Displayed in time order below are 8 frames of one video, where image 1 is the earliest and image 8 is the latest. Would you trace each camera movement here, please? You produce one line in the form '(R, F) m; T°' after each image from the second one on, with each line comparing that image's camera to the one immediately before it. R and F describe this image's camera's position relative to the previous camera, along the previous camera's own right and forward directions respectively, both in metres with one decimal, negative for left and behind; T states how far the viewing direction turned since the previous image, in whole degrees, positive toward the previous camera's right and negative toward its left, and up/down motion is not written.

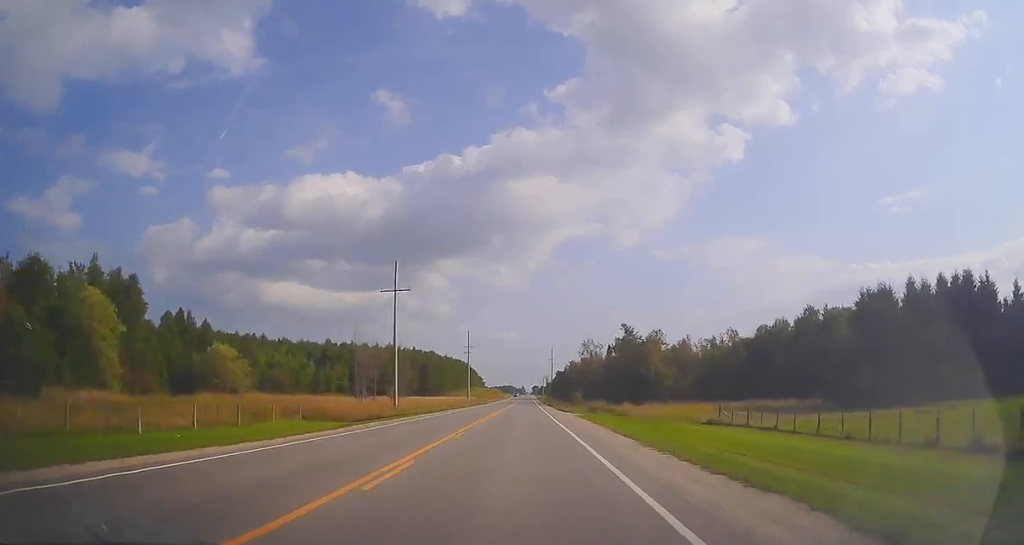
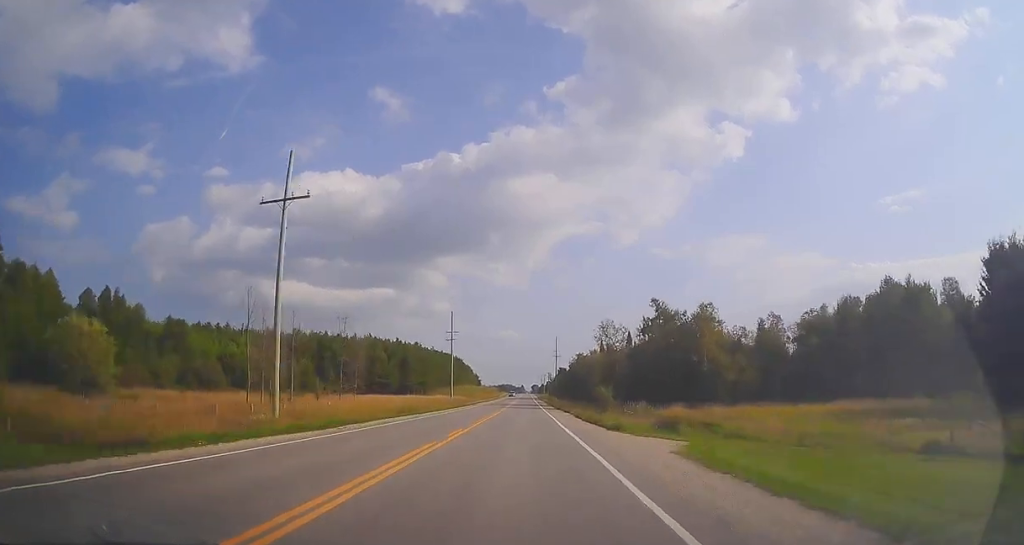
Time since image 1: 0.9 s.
(0.0, +25.8) m; -1°
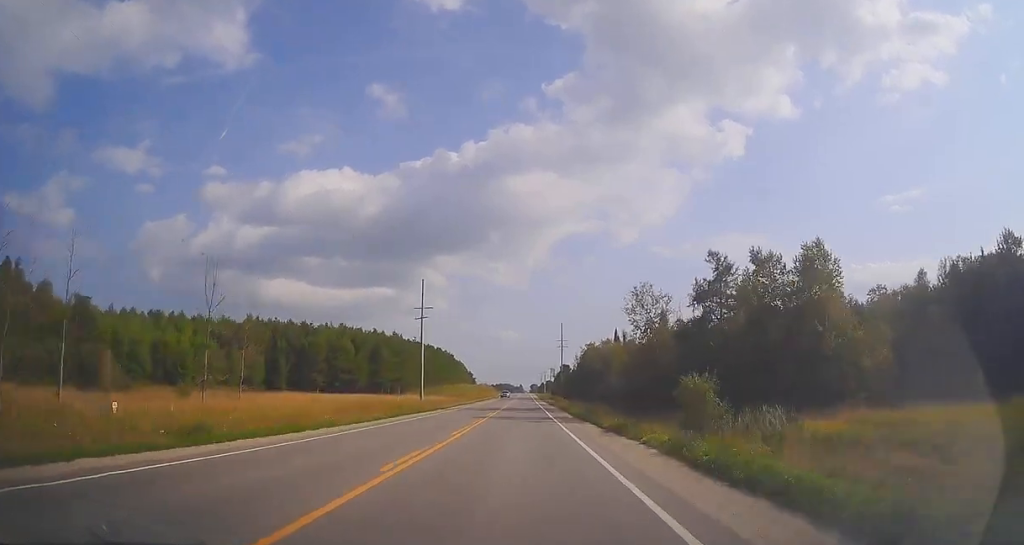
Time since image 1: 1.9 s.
(-0.3, +26.7) m; 0°
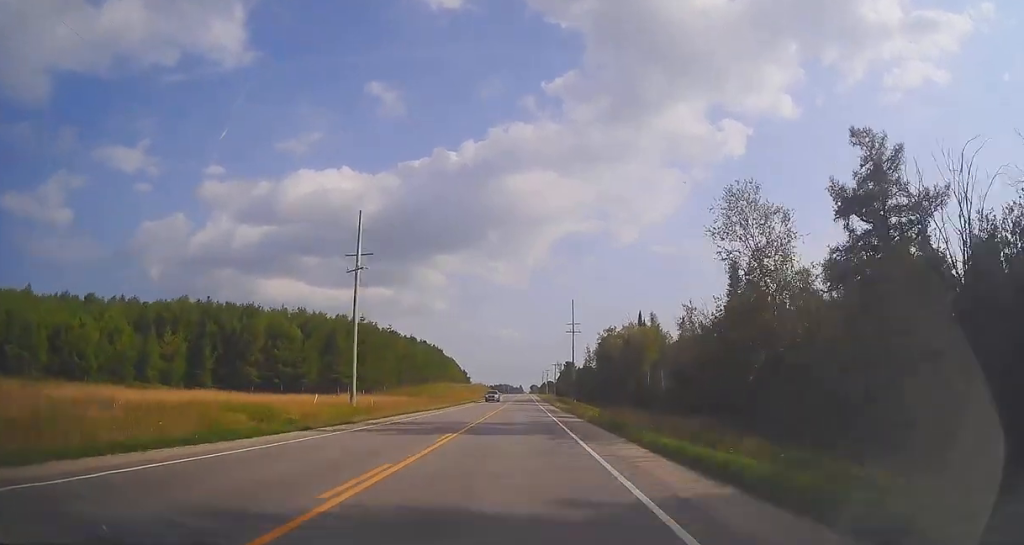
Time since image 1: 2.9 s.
(+0.2, +26.8) m; +1°
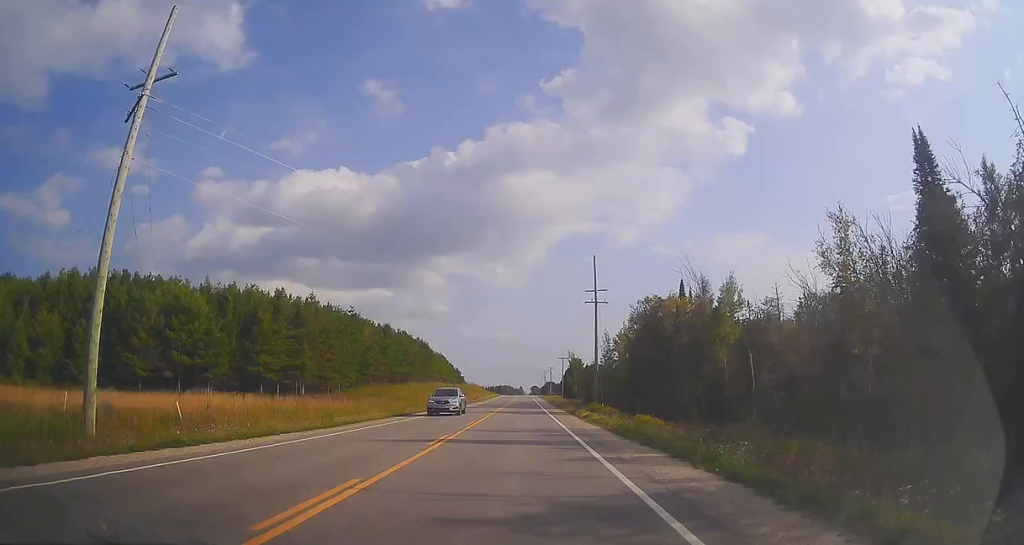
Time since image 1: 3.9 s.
(+0.1, +27.8) m; +1°
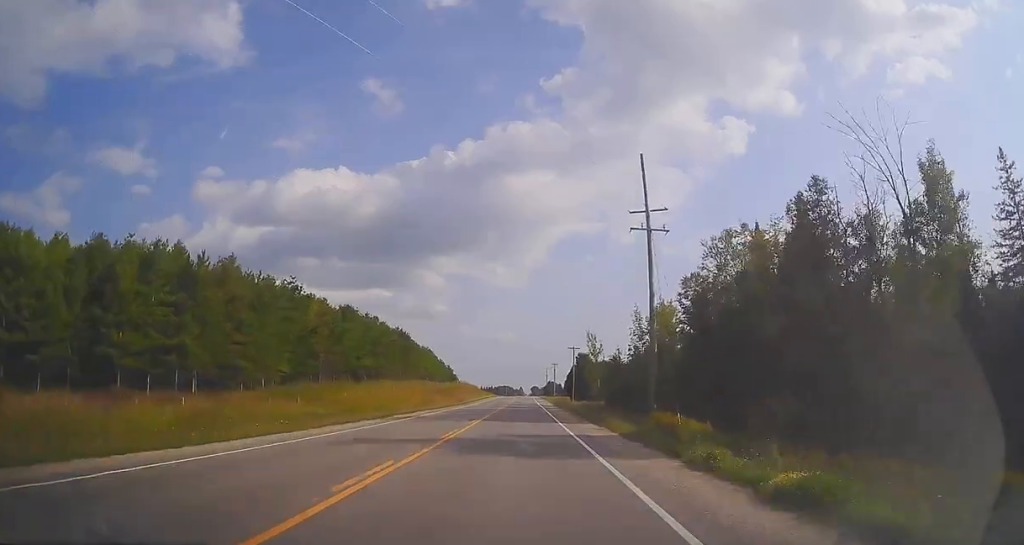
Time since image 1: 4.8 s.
(+0.2, +25.0) m; 0°
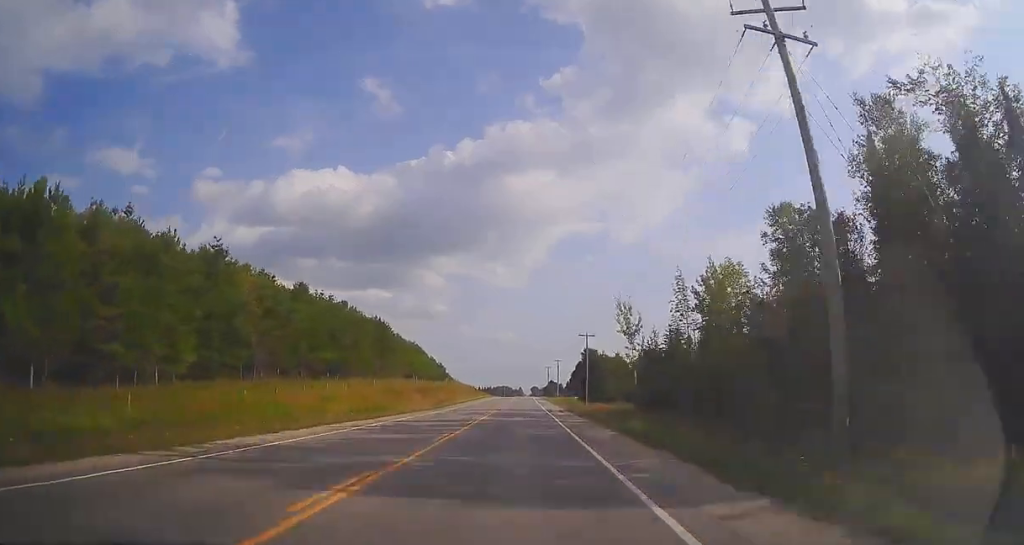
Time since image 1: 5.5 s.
(0.0, +19.5) m; 0°
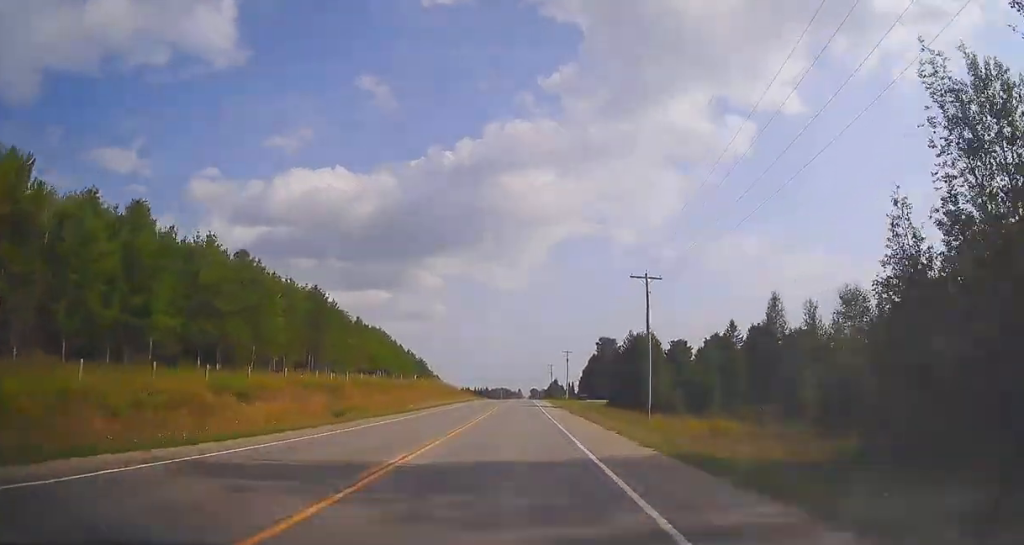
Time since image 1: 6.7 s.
(-0.2, +34.1) m; -1°
